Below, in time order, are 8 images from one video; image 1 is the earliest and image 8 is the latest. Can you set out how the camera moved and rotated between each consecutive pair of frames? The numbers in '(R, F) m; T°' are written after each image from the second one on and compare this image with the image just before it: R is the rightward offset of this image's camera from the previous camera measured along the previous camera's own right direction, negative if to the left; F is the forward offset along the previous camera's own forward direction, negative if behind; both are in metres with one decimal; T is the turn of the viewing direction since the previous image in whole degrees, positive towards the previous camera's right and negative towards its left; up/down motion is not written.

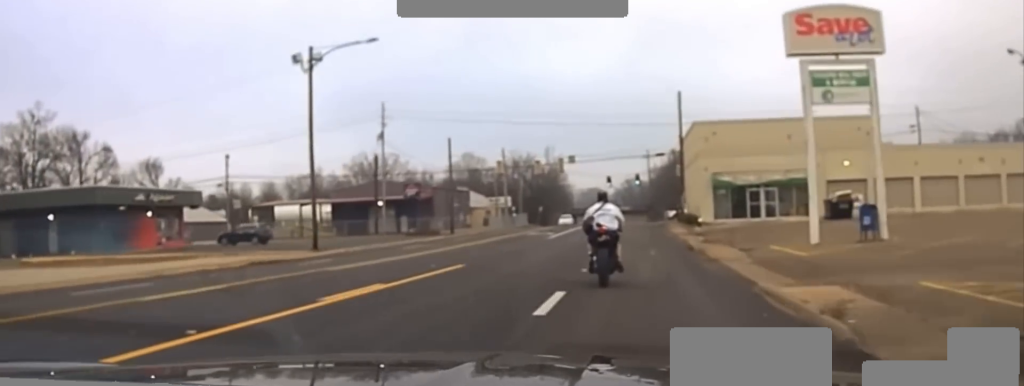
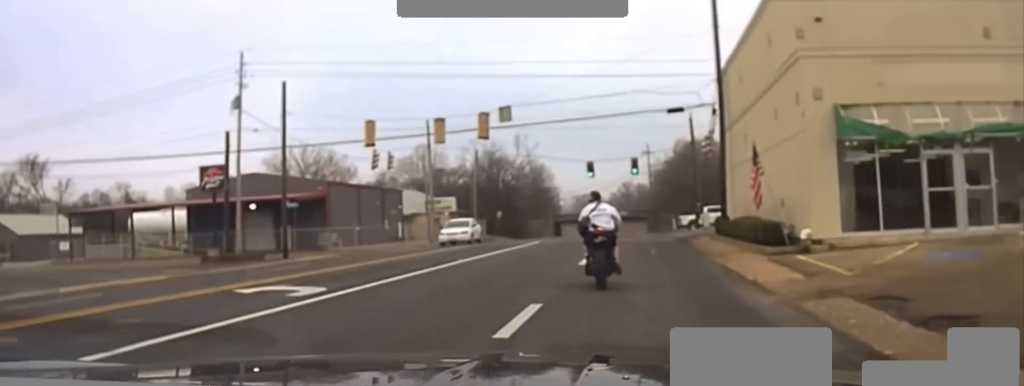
(0.0, +38.0) m; 0°
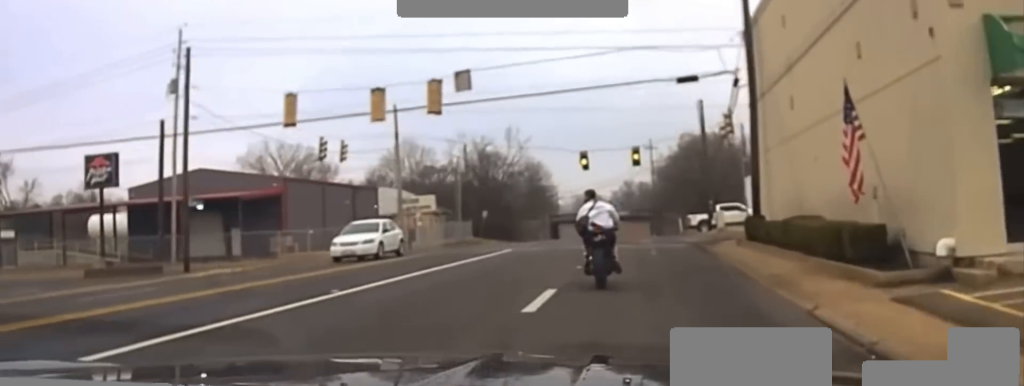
(0.0, +10.1) m; 0°
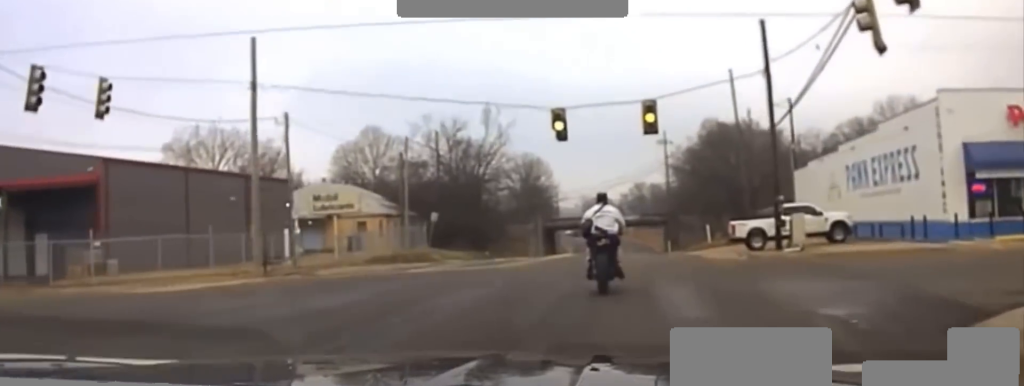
(-0.2, +25.0) m; -1°
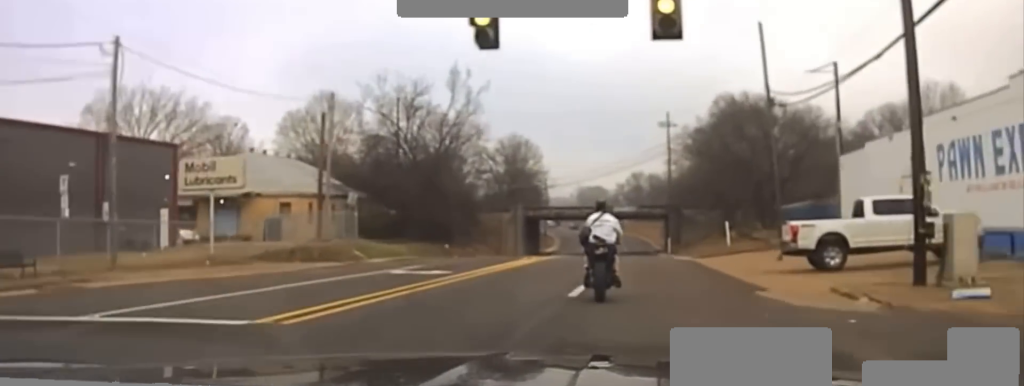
(0.0, +17.1) m; +1°
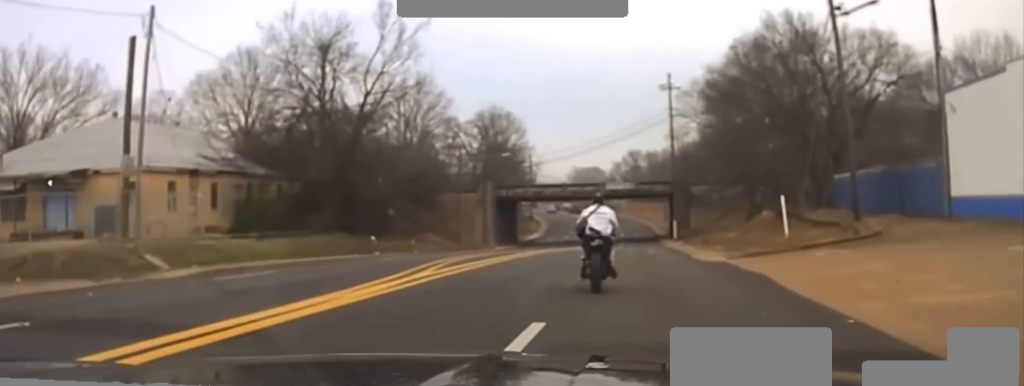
(+0.3, +20.1) m; 0°
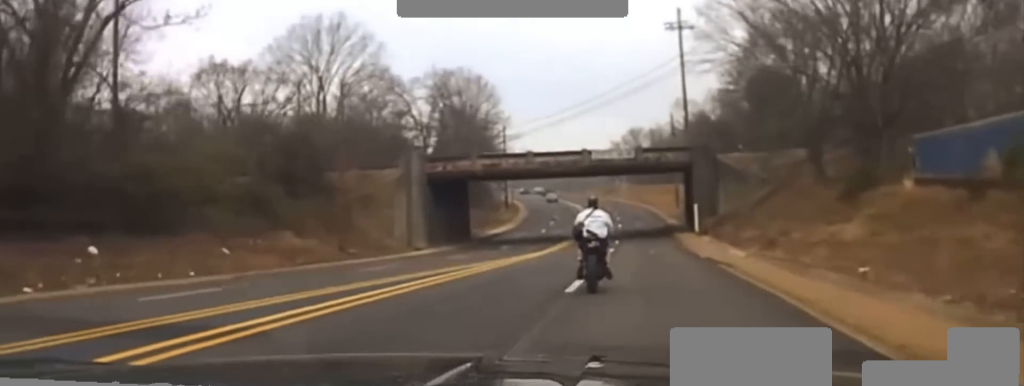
(-0.2, +28.1) m; -1°
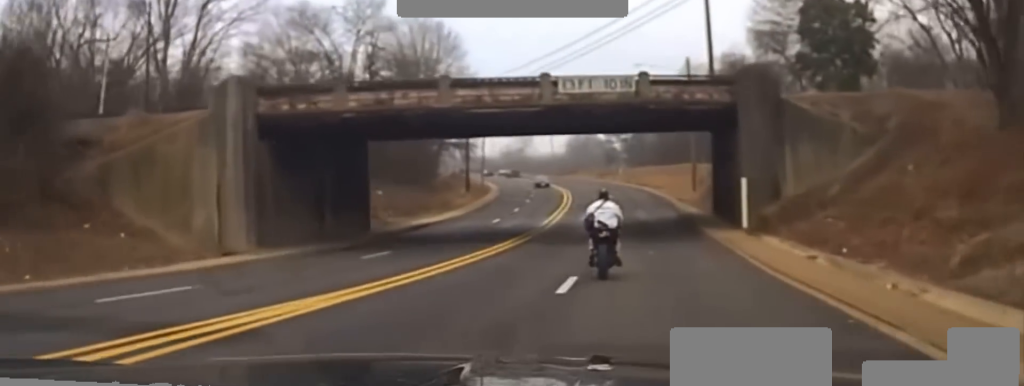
(-0.1, +25.2) m; 0°
